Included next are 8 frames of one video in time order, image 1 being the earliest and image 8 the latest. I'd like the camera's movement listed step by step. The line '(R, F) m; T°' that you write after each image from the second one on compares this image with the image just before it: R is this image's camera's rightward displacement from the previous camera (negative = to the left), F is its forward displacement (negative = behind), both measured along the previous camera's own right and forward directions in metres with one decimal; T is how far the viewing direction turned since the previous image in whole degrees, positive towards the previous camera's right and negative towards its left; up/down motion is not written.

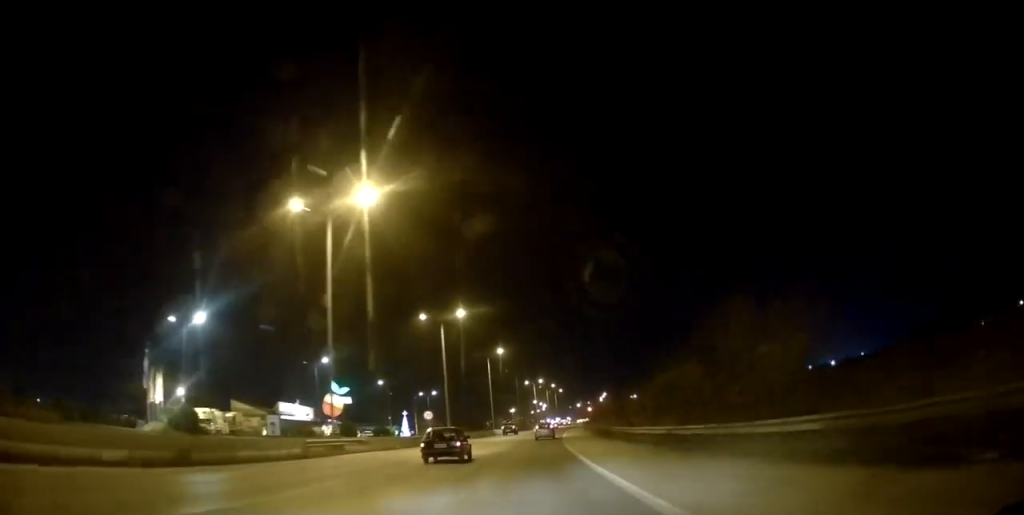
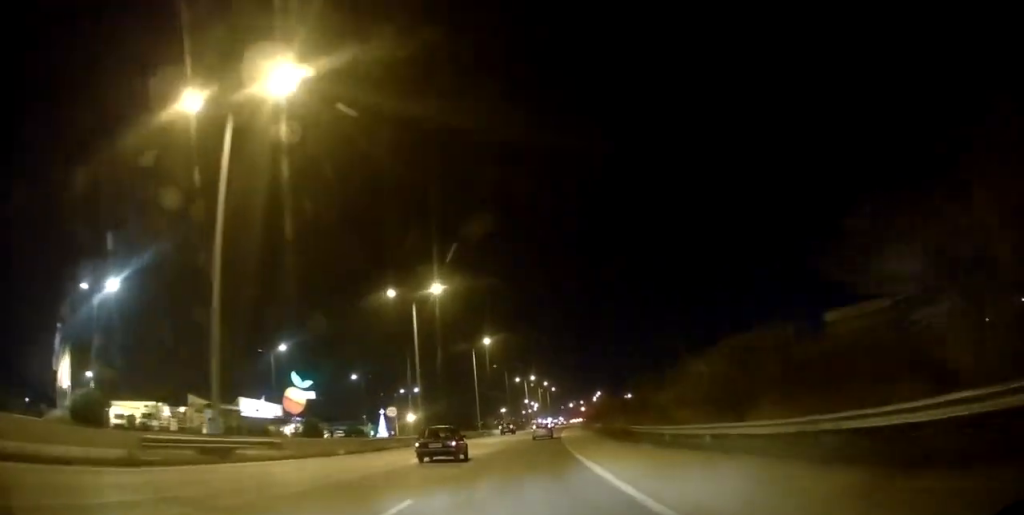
(+0.1, +11.2) m; +1°
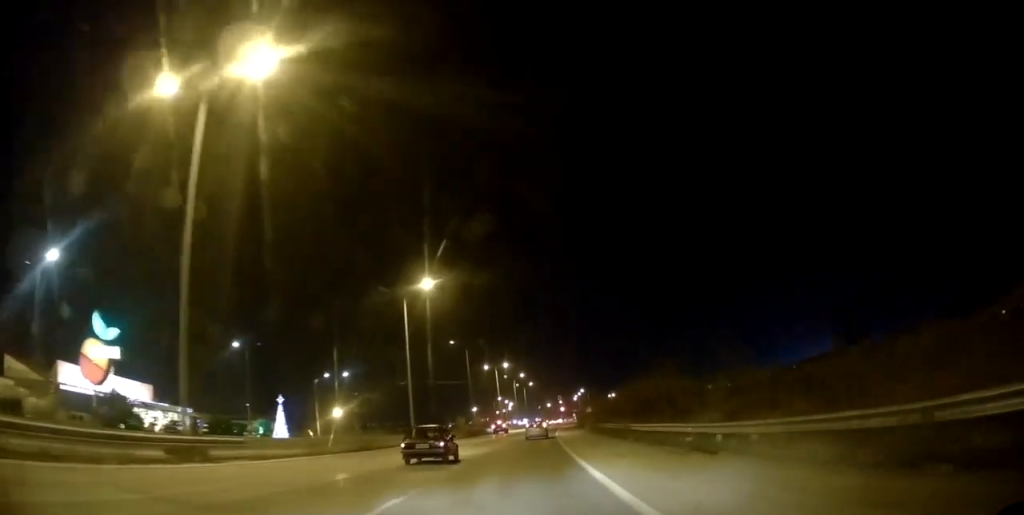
(+0.7, +34.6) m; +1°
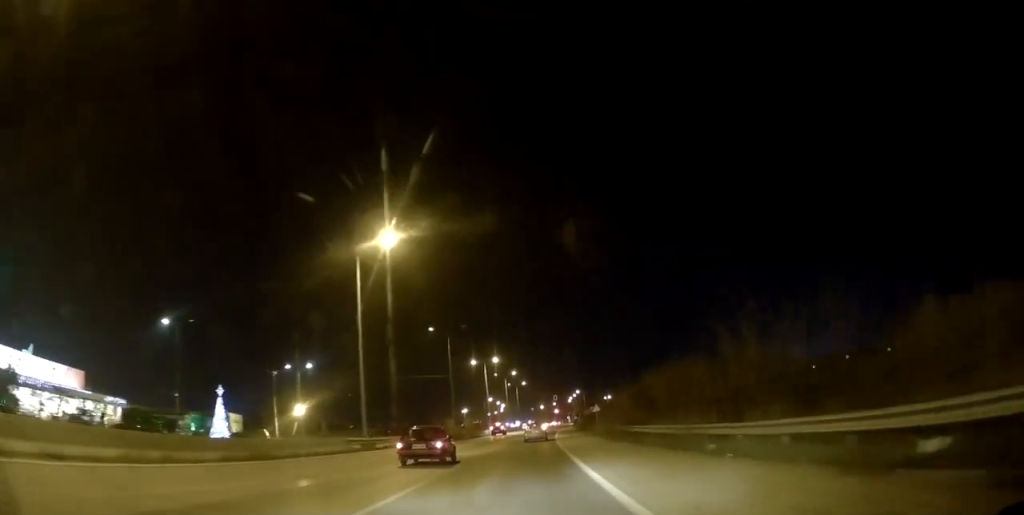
(-0.1, +12.8) m; 0°
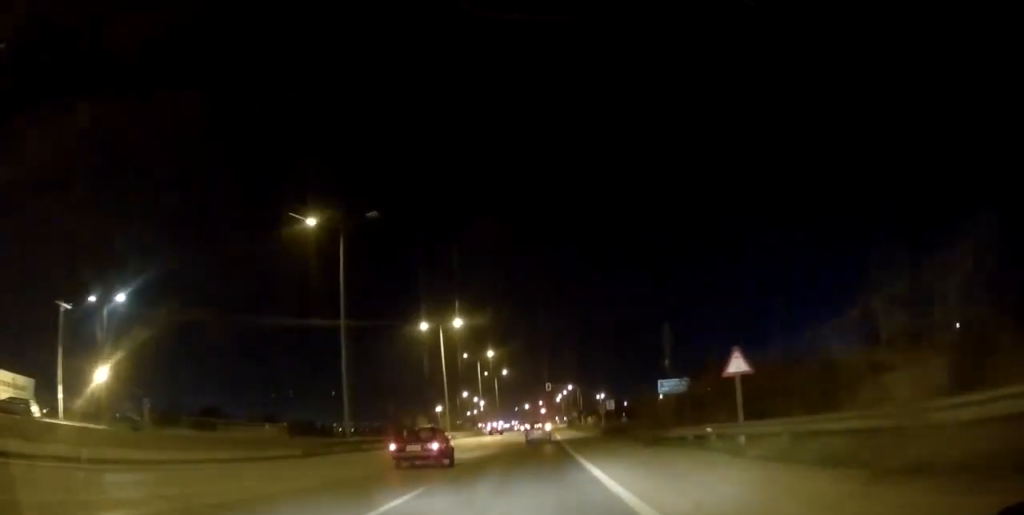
(+0.8, +38.1) m; +3°
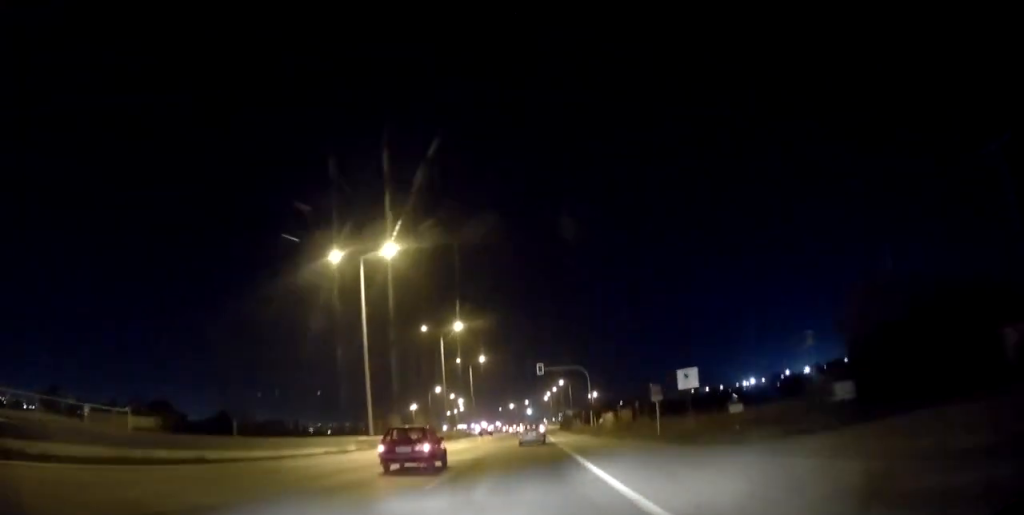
(+0.8, +28.4) m; +2°
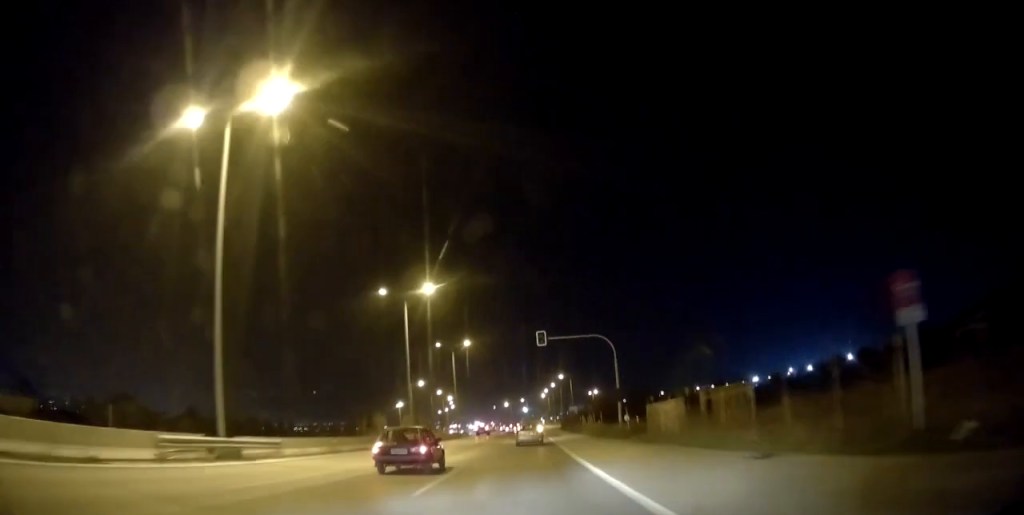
(+0.2, +19.5) m; 0°
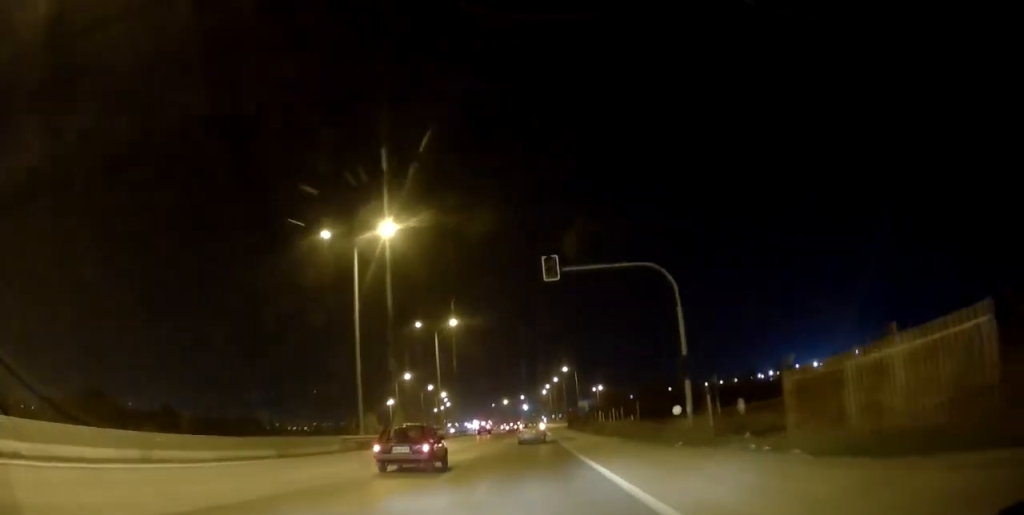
(0.0, +16.4) m; 0°
